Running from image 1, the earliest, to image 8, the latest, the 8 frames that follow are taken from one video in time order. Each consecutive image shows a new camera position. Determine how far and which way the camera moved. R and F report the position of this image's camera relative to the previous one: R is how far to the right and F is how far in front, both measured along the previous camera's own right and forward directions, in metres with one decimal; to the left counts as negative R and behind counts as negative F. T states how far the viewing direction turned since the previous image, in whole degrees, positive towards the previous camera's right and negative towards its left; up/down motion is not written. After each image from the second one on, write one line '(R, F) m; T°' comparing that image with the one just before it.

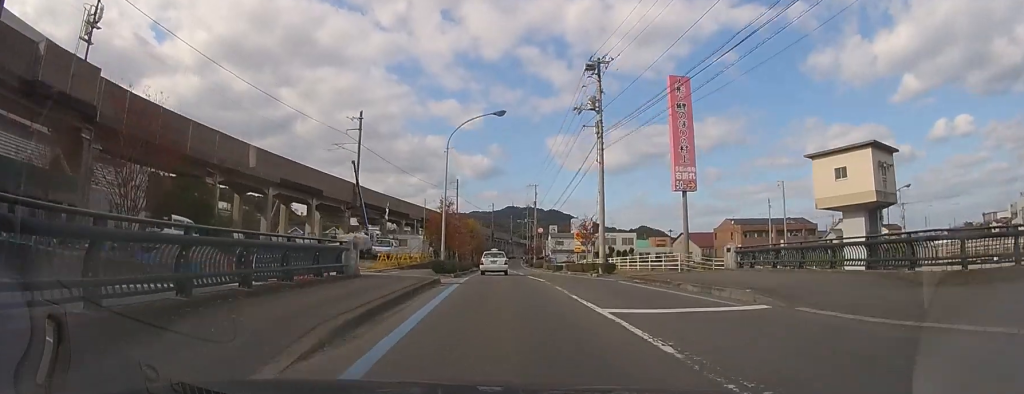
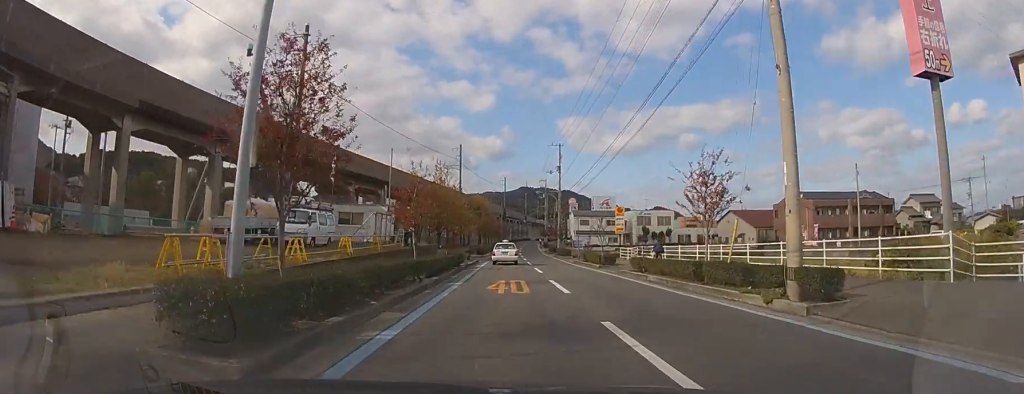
(-0.3, +19.9) m; -1°
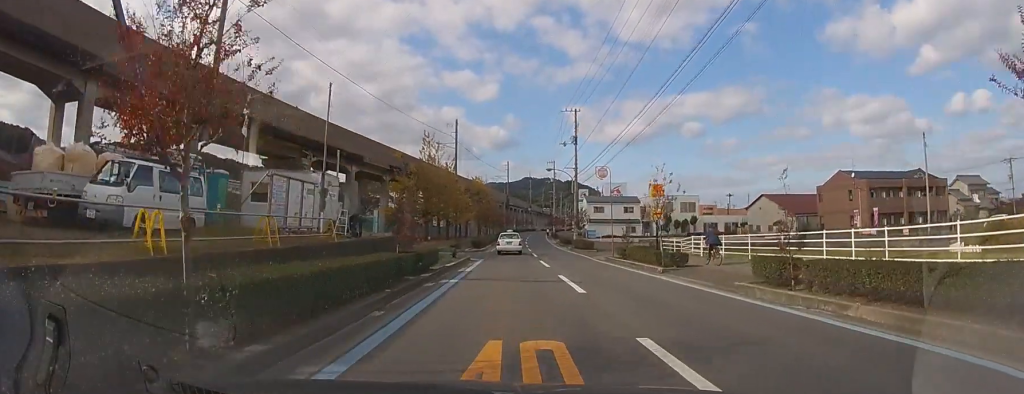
(+0.1, +12.0) m; 0°
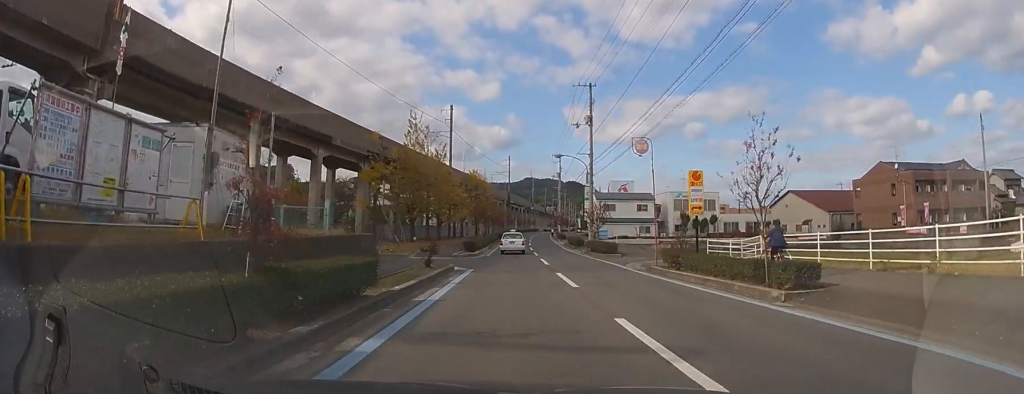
(0.0, +8.3) m; 0°
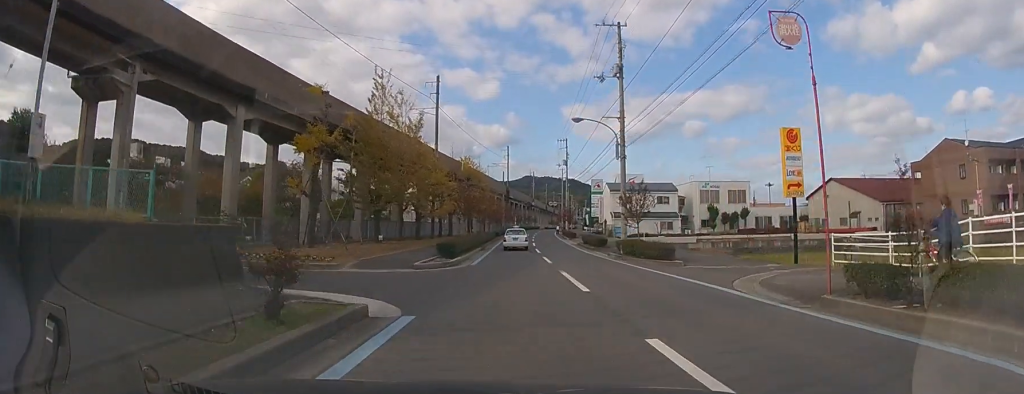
(-0.1, +11.7) m; -1°
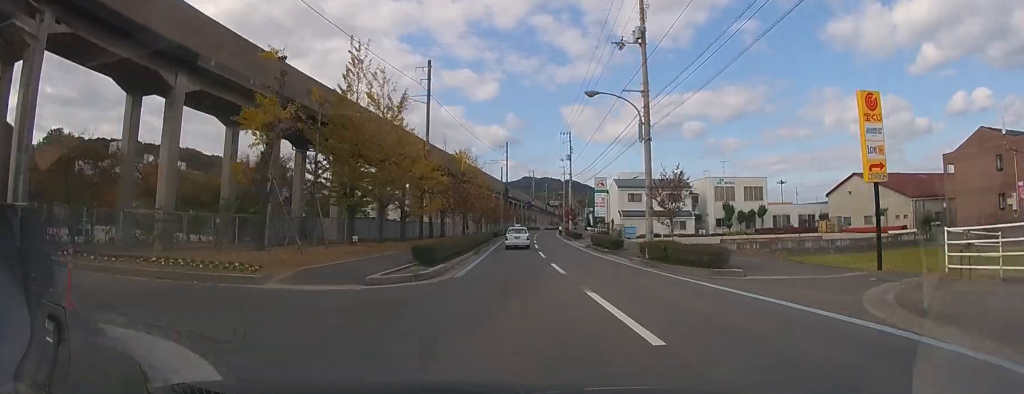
(0.0, +5.3) m; 0°
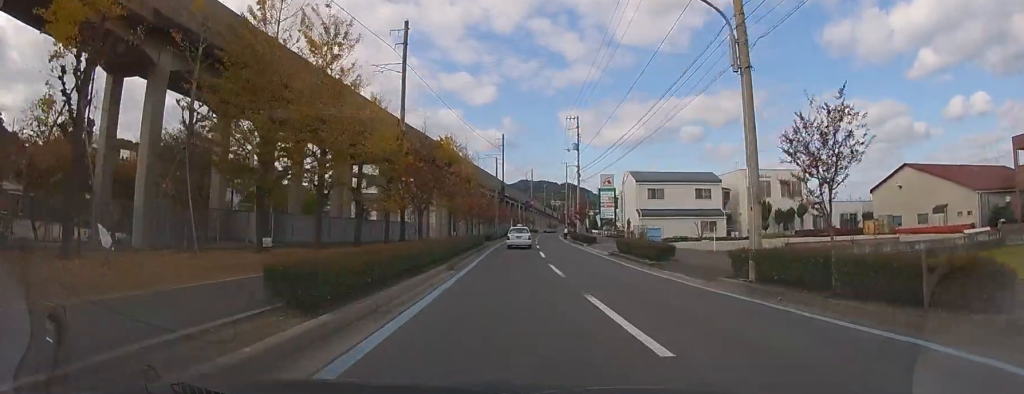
(0.0, +10.6) m; +1°
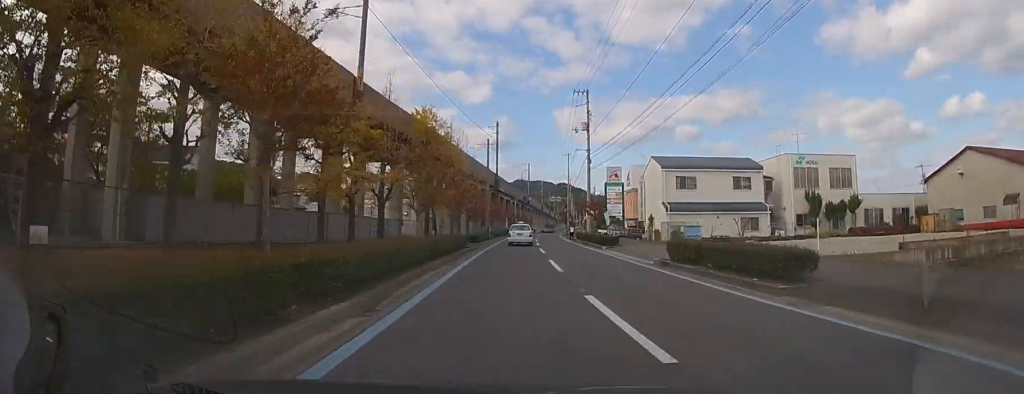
(+0.1, +10.2) m; +1°
